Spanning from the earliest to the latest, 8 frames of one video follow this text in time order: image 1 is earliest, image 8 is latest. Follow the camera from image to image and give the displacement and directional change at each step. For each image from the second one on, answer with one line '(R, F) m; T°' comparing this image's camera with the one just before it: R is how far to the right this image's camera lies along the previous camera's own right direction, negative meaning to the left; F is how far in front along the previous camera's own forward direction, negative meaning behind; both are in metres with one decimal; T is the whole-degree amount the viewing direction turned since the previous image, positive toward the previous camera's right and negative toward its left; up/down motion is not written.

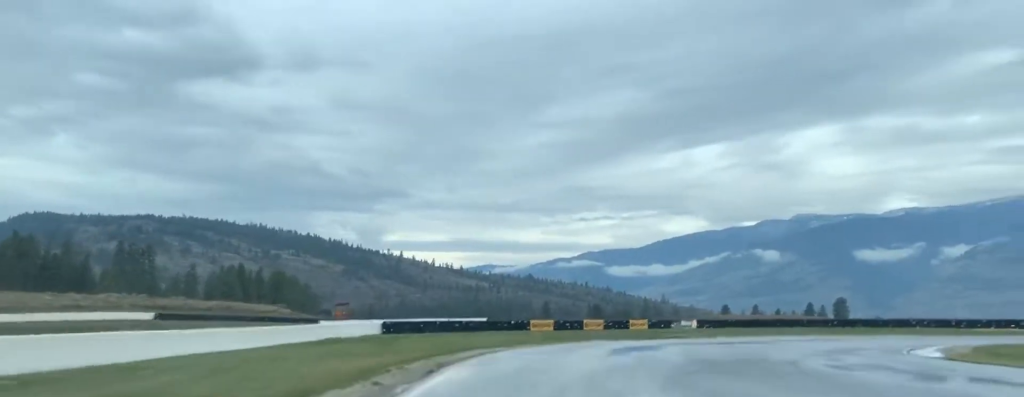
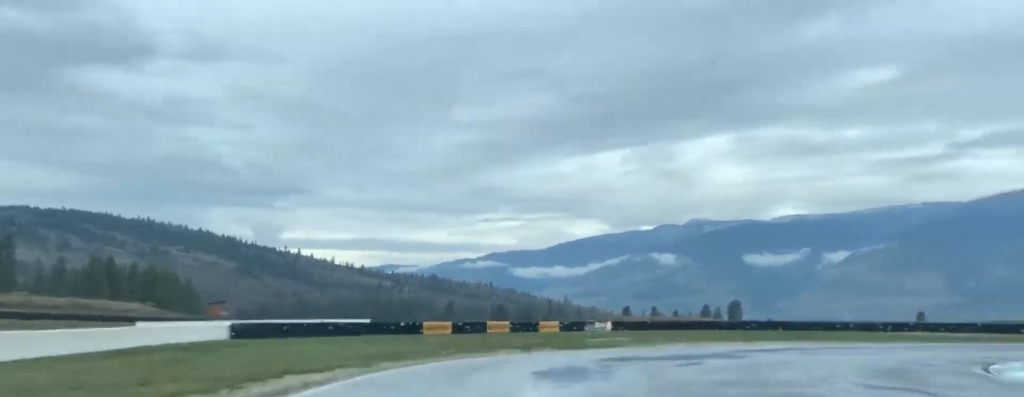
(+0.4, +11.7) m; +4°
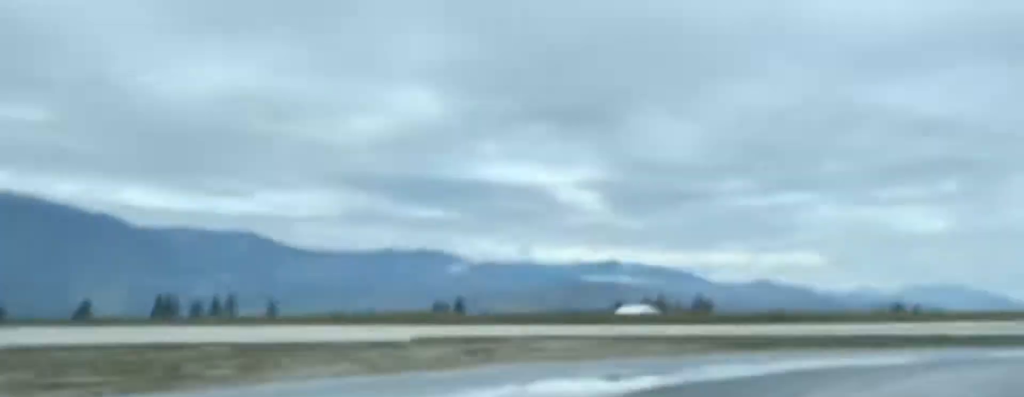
(+20.5, +29.1) m; +84°
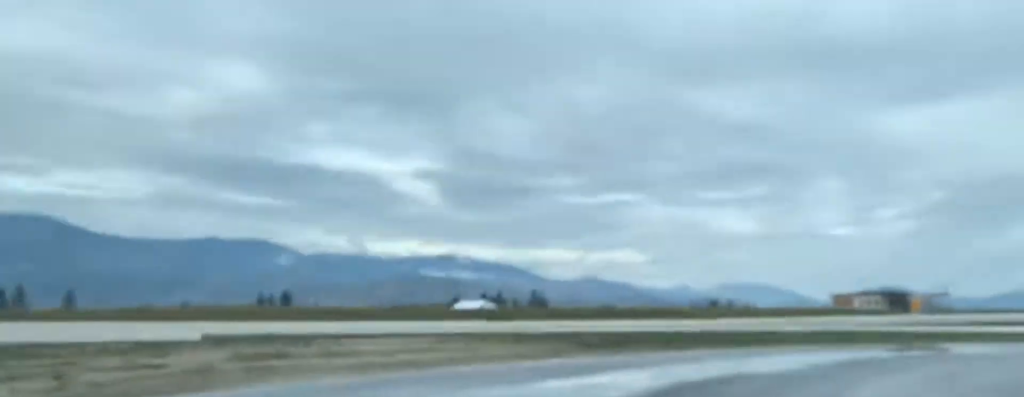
(0.0, +6.2) m; +12°
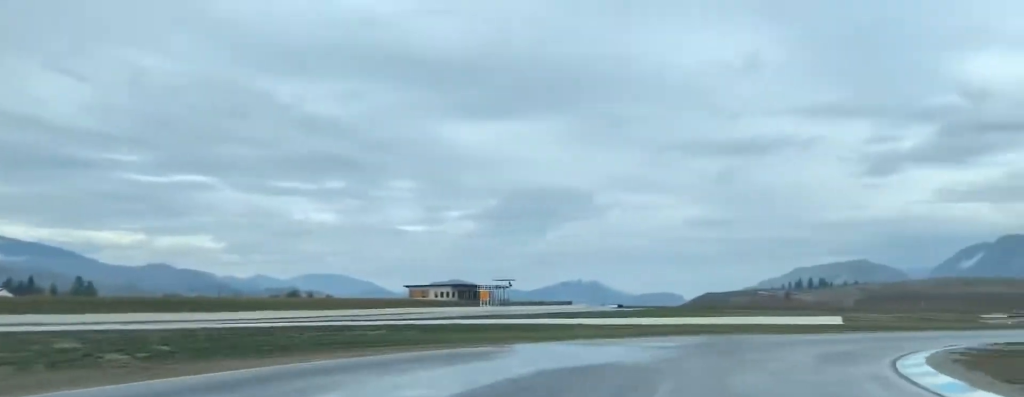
(+3.9, +13.6) m; +24°
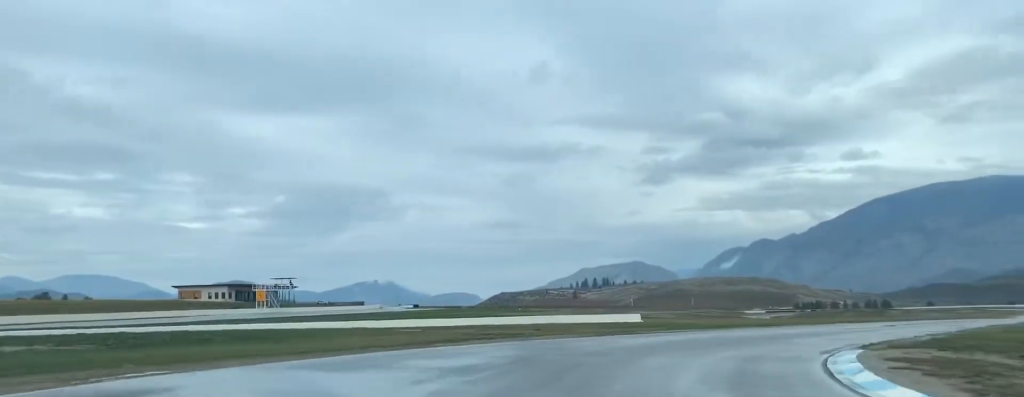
(+1.7, +11.9) m; +14°
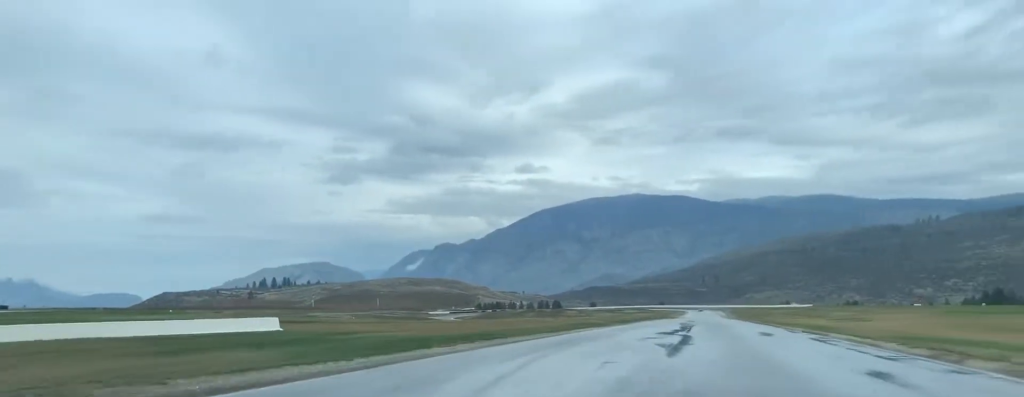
(+8.4, +34.7) m; +21°
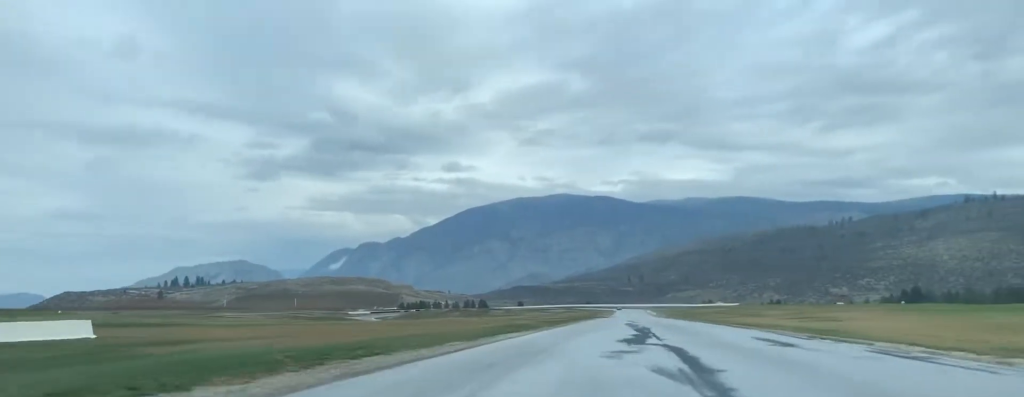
(+0.1, +14.4) m; +2°
